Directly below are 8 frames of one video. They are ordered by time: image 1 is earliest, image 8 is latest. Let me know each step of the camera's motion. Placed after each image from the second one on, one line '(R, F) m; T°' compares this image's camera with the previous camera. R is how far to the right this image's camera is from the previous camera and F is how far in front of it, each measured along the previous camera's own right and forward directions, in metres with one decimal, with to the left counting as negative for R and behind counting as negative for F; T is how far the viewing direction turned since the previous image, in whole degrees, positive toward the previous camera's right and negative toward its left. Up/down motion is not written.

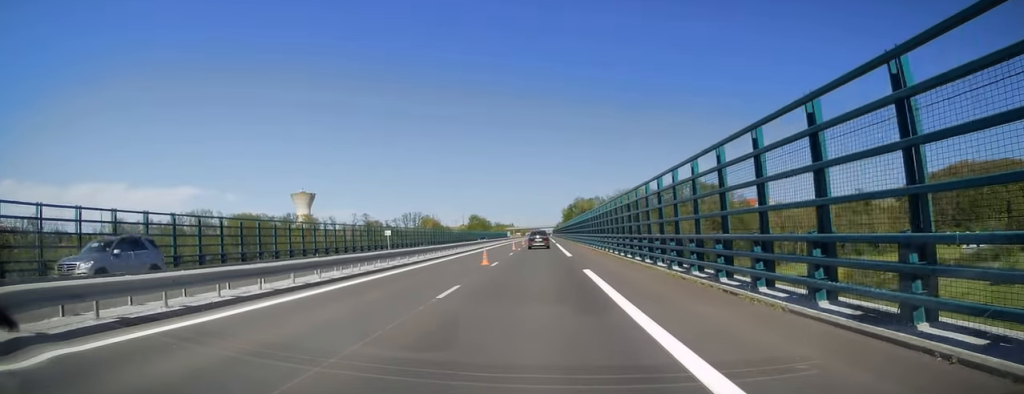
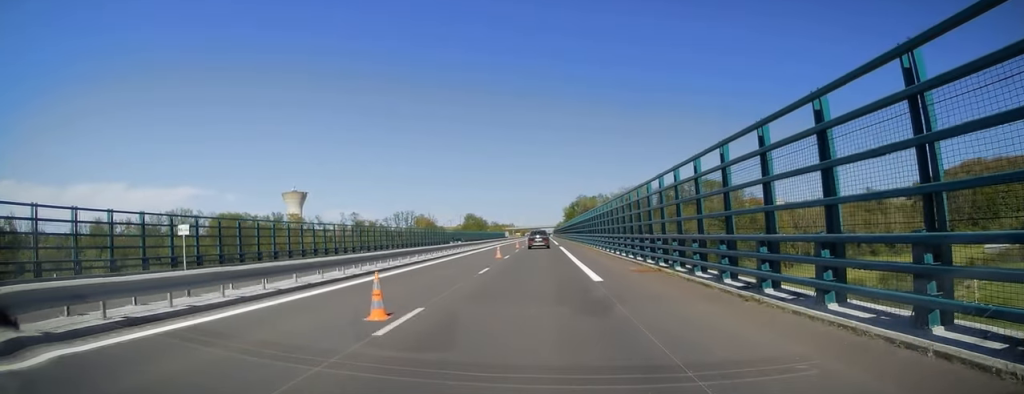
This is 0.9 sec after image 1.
(+0.1, +17.9) m; 0°
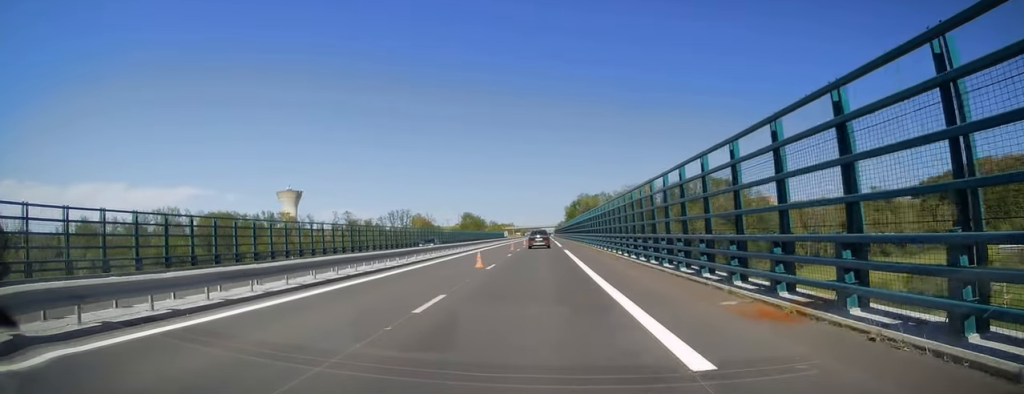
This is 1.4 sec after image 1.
(+0.1, +10.6) m; 0°
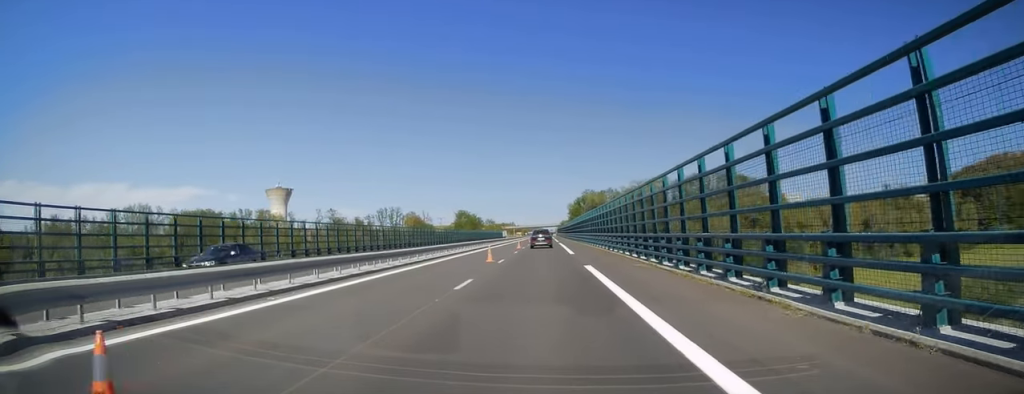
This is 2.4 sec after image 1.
(-0.3, +21.9) m; 0°
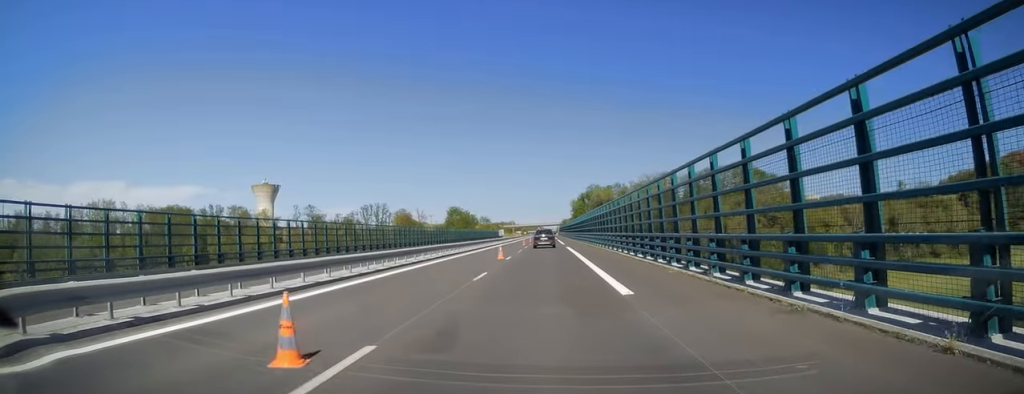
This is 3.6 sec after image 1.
(+0.3, +23.3) m; 0°
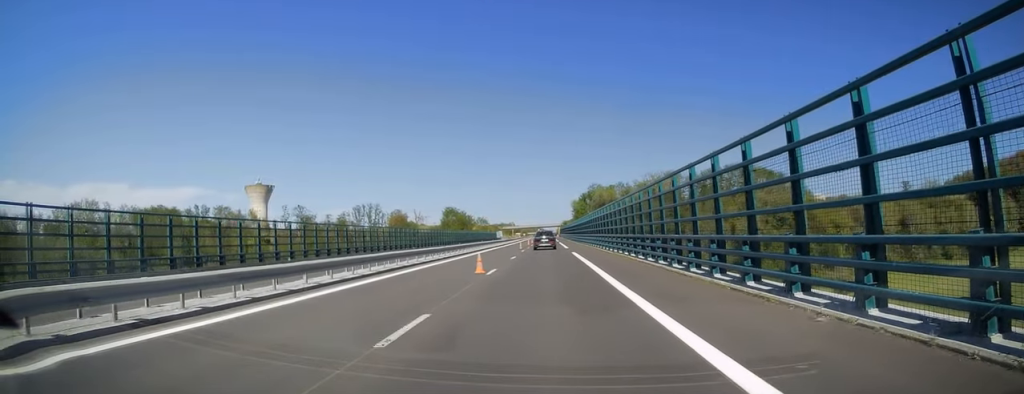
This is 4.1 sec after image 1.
(-0.2, +9.9) m; 0°
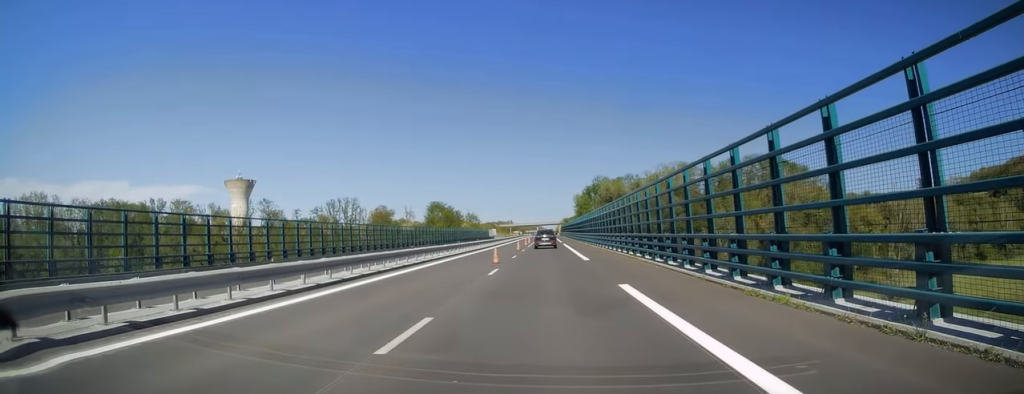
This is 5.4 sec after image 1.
(+0.3, +26.4) m; 0°
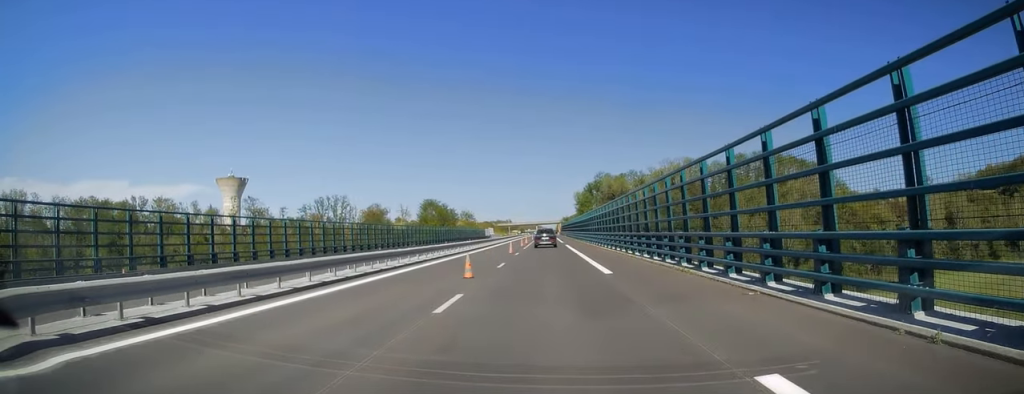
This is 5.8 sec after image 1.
(-0.2, +9.6) m; 0°
